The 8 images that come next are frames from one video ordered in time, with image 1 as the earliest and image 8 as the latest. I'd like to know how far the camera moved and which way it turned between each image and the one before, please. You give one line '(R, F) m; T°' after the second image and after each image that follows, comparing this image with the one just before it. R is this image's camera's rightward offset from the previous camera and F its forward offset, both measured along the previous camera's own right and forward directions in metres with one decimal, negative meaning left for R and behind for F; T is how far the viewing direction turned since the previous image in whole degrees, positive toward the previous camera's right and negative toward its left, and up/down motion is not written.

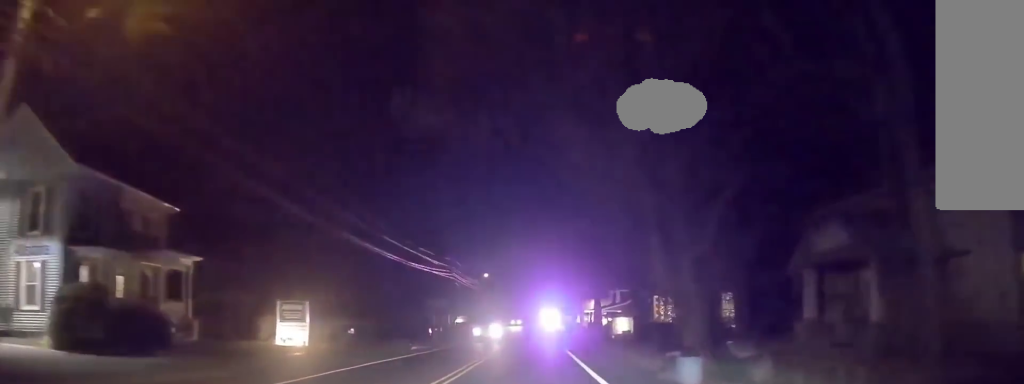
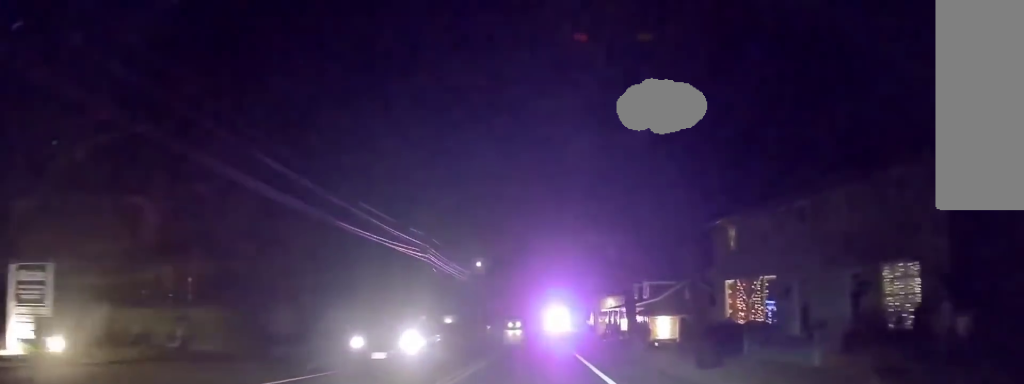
(-0.1, +16.6) m; -1°
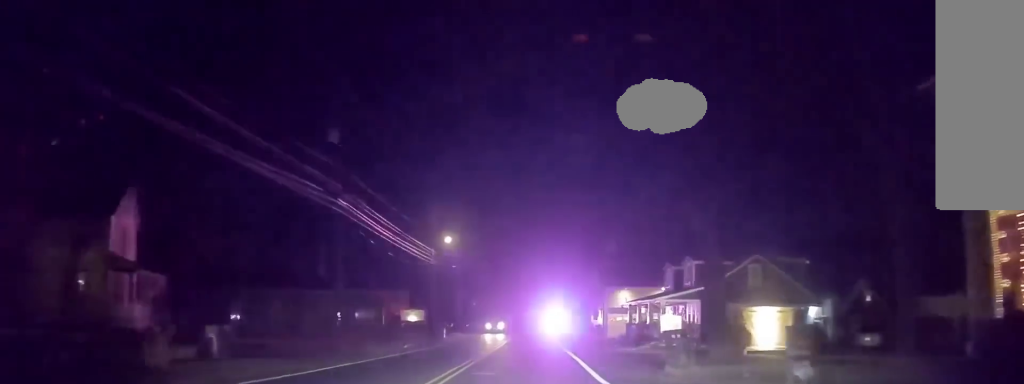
(-0.2, +19.8) m; 0°
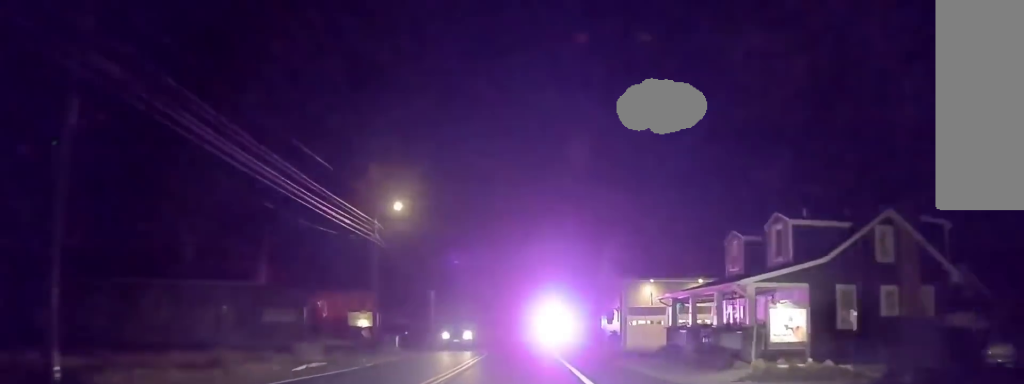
(+0.5, +17.3) m; +3°
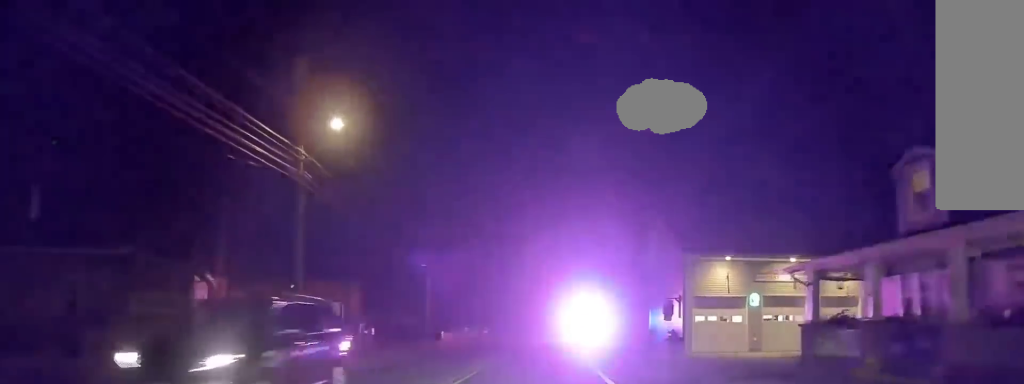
(0.0, +14.7) m; 0°
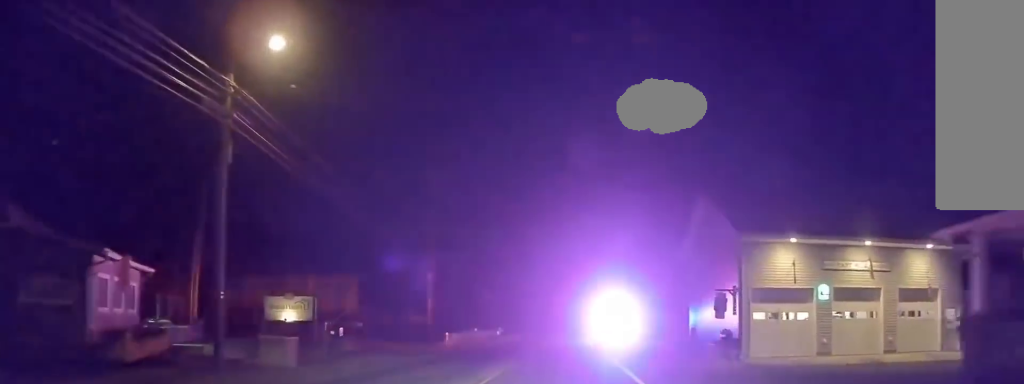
(+0.2, +6.3) m; -1°
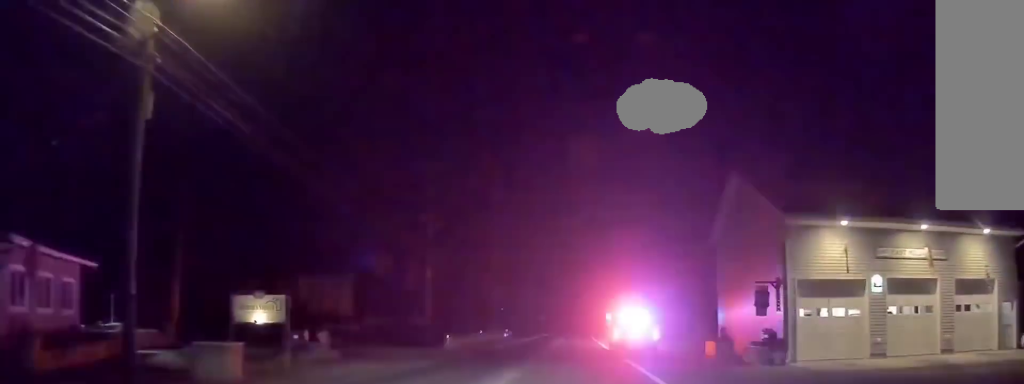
(-0.2, +3.9) m; -2°
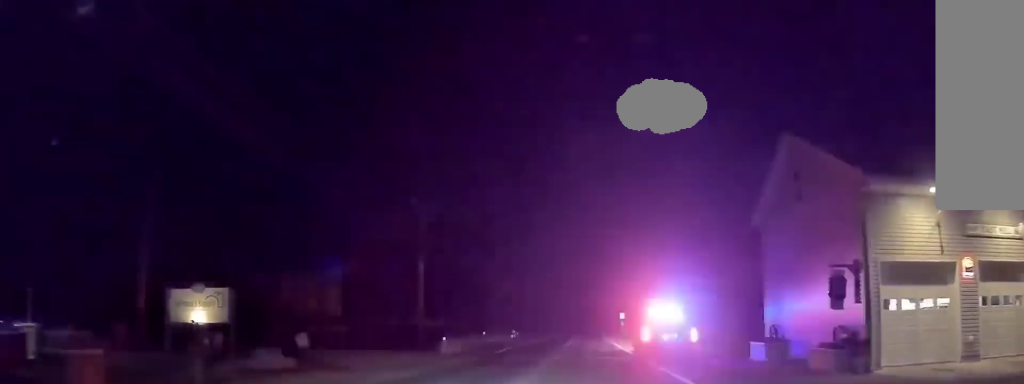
(-0.2, +5.2) m; -2°
